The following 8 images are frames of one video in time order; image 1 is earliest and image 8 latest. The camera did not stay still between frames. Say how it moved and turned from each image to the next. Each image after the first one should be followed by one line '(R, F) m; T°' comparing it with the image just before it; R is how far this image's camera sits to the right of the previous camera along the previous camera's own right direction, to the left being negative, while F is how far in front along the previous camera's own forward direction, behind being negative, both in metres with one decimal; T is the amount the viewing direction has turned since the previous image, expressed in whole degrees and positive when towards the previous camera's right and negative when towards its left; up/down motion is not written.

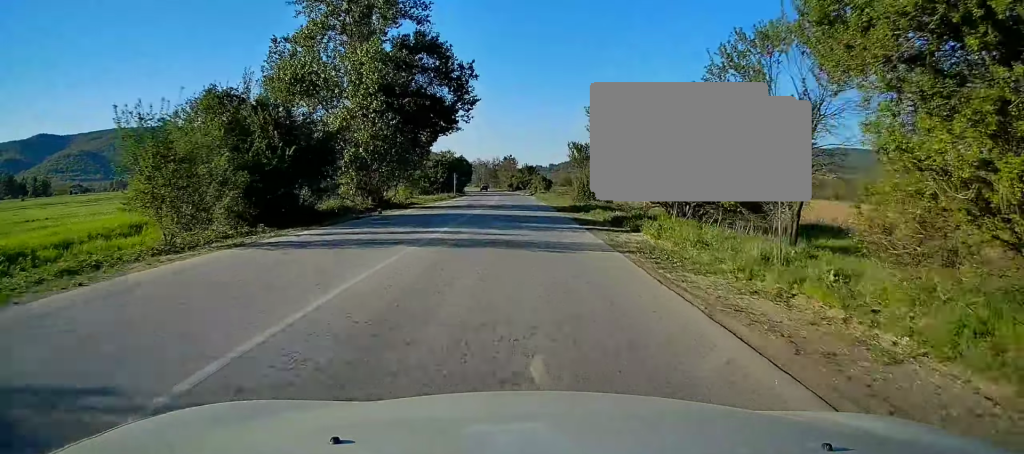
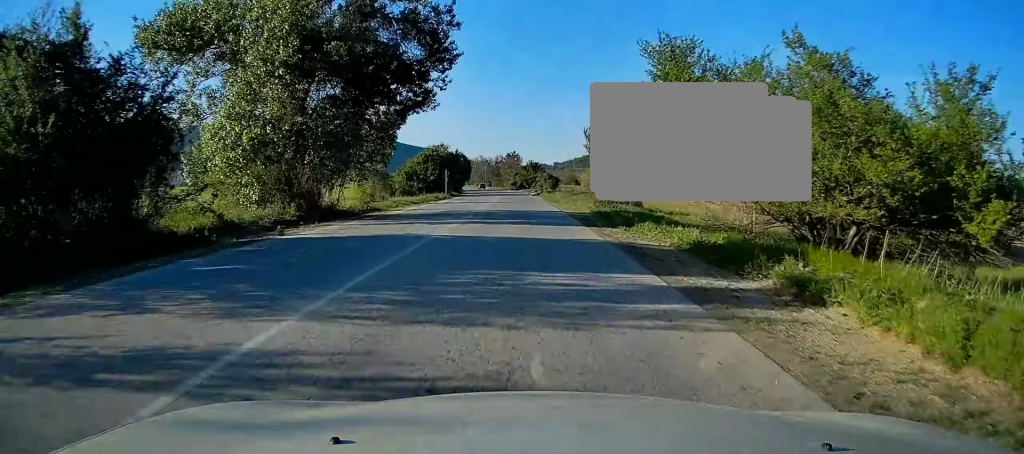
(0.0, +11.9) m; 0°
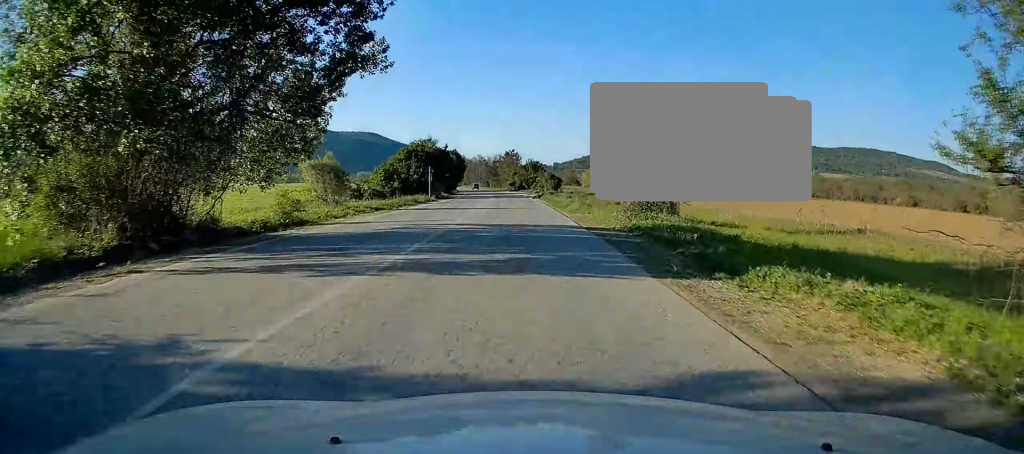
(0.0, +10.4) m; 0°
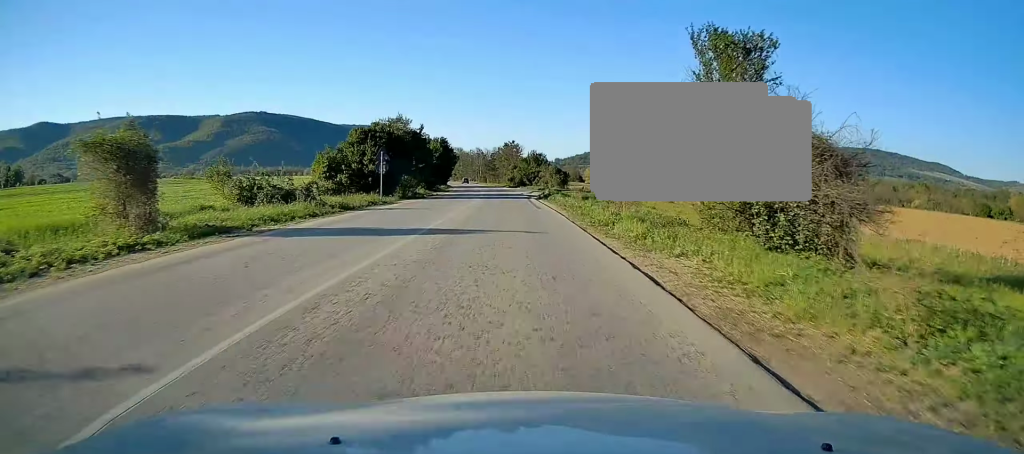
(-0.1, +17.8) m; -1°
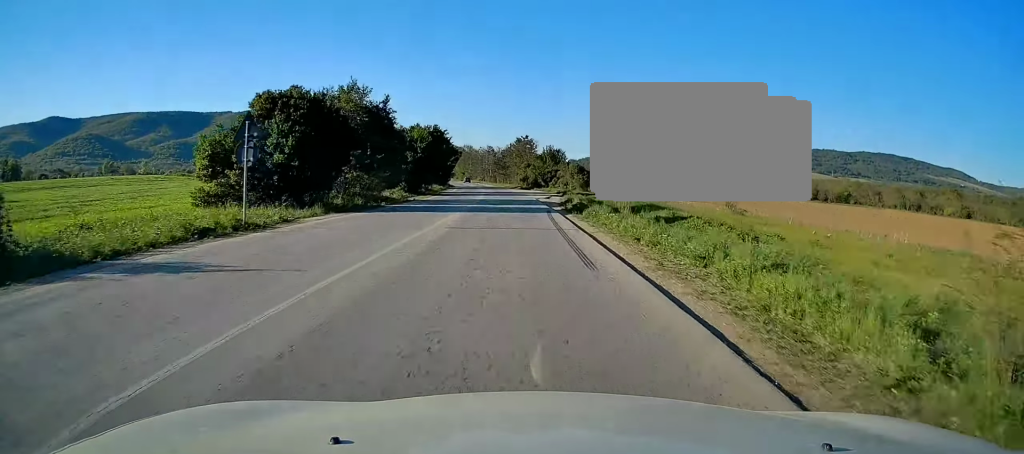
(-0.1, +18.9) m; -1°
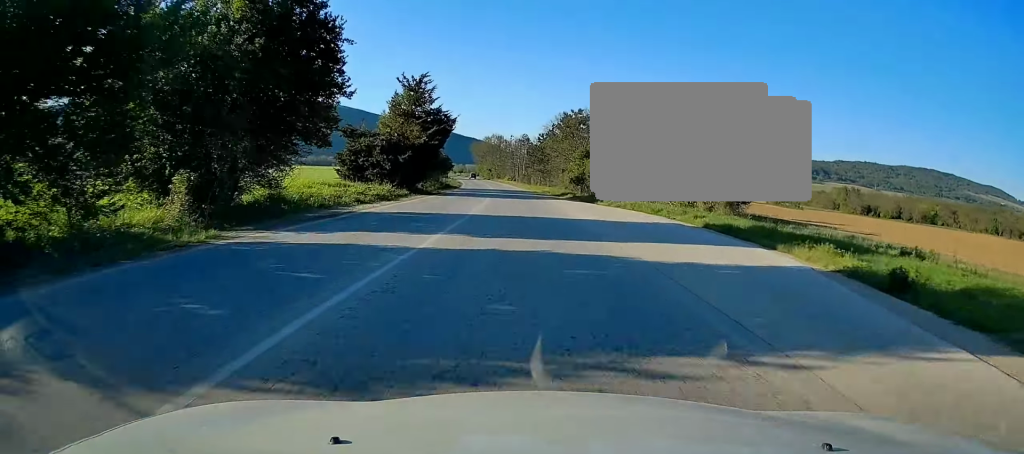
(-1.2, +51.5) m; -3°
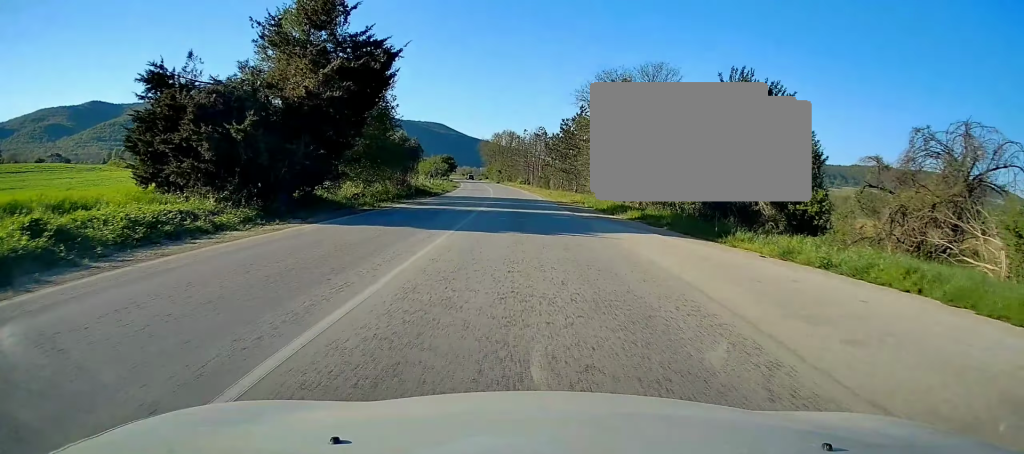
(-0.4, +26.9) m; -2°
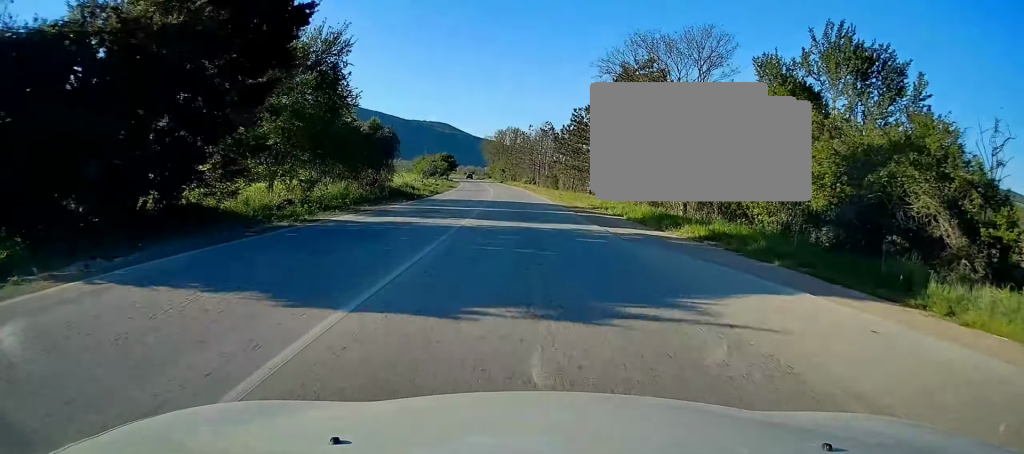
(-0.1, +9.7) m; 0°
